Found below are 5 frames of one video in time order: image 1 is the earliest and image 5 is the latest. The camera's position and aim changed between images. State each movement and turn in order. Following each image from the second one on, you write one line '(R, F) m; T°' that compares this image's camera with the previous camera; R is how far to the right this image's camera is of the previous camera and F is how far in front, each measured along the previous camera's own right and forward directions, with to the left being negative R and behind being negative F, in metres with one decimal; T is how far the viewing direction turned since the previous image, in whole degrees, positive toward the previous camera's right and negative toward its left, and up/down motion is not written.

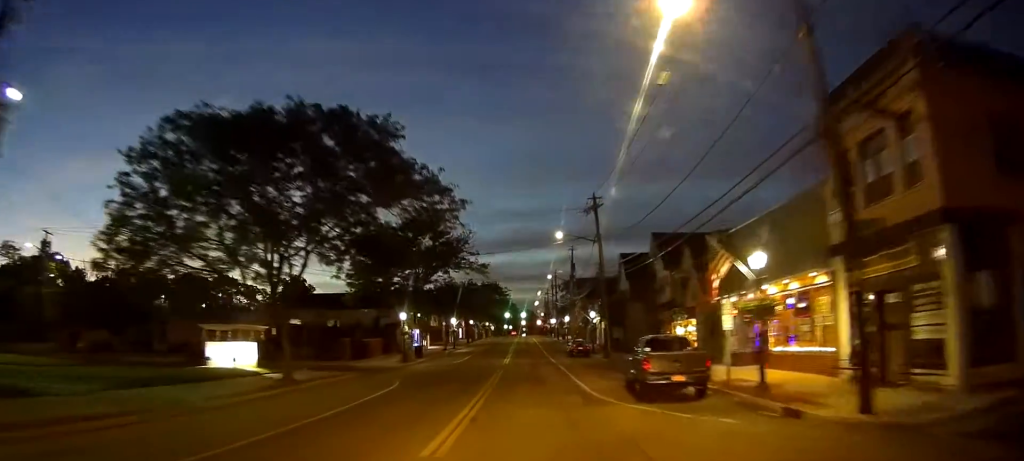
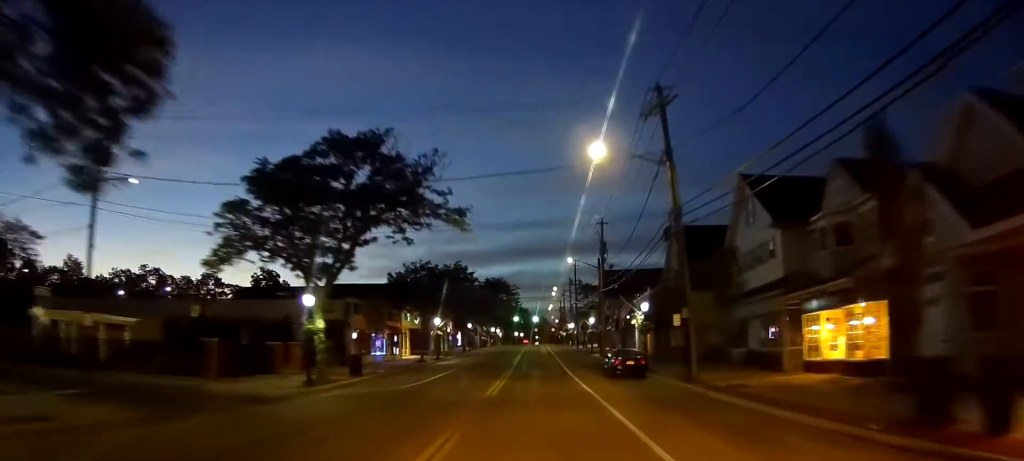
(0.0, +22.5) m; 0°
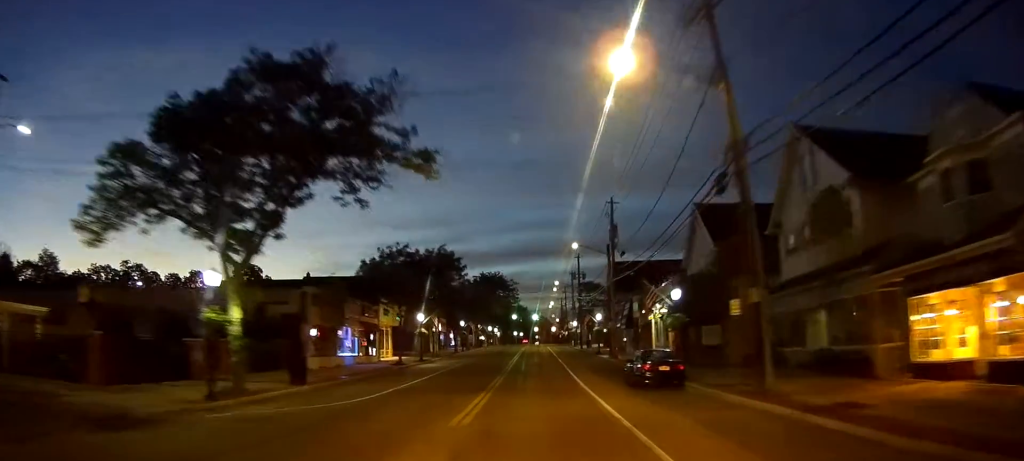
(0.0, +8.2) m; 0°
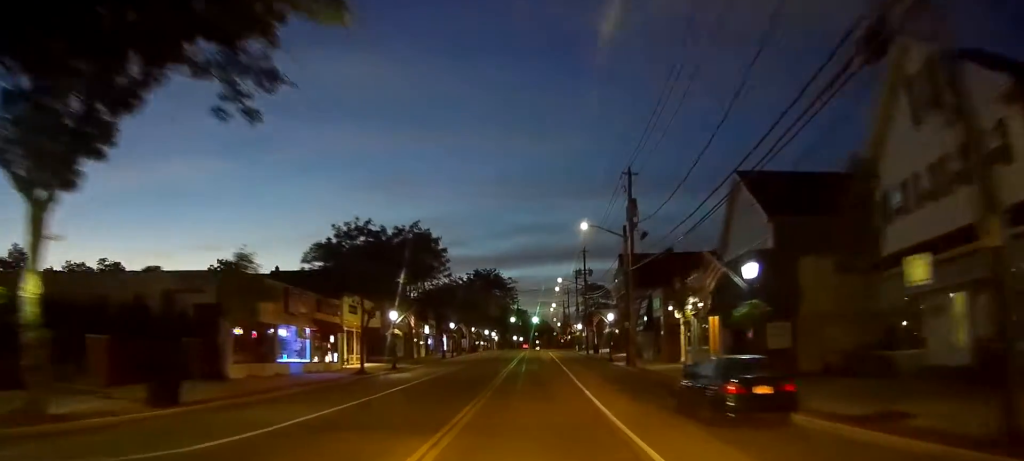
(0.0, +9.8) m; 0°
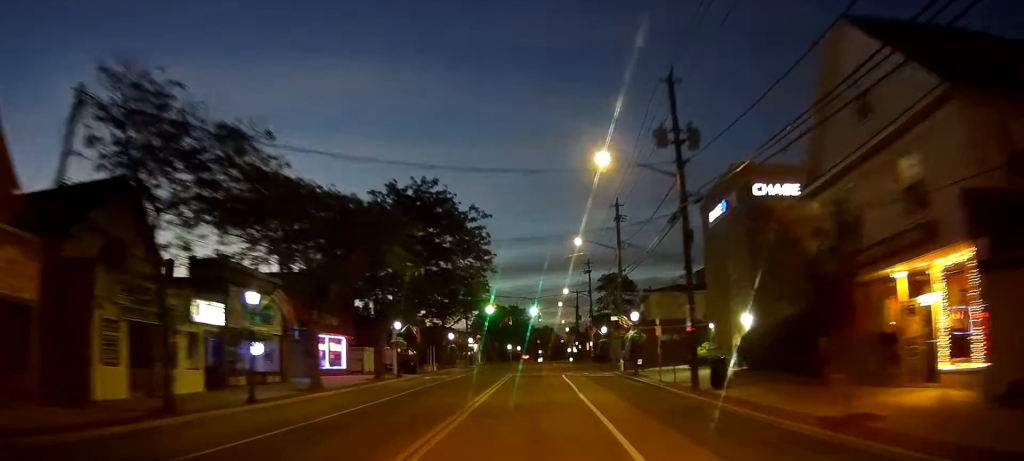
(0.0, +50.4) m; 0°
